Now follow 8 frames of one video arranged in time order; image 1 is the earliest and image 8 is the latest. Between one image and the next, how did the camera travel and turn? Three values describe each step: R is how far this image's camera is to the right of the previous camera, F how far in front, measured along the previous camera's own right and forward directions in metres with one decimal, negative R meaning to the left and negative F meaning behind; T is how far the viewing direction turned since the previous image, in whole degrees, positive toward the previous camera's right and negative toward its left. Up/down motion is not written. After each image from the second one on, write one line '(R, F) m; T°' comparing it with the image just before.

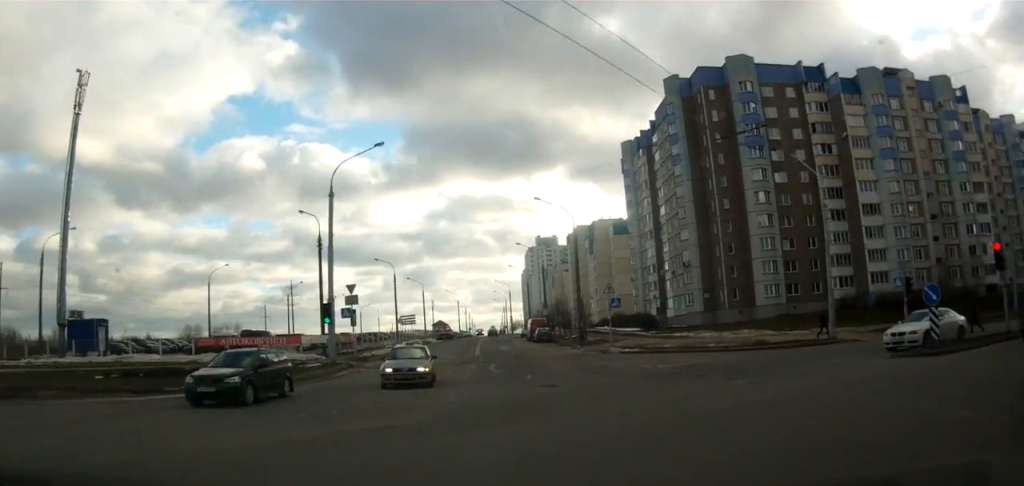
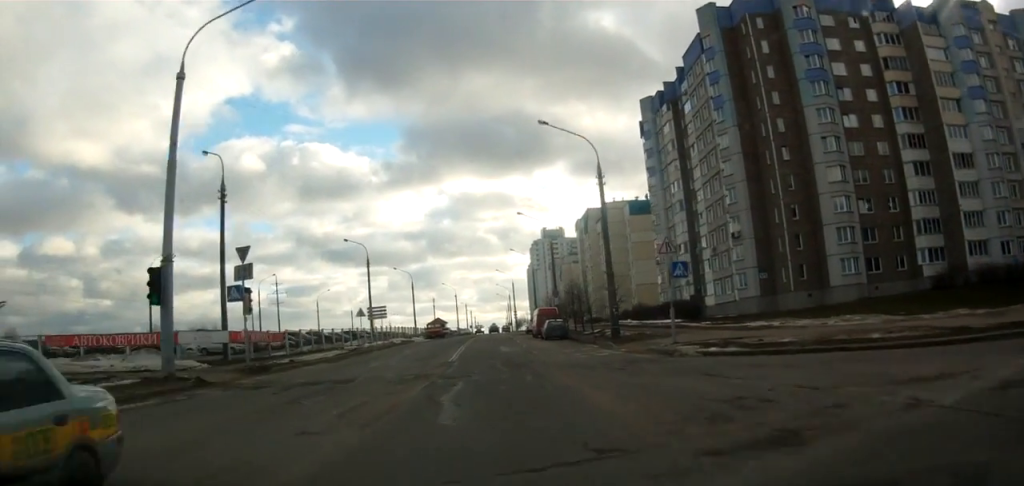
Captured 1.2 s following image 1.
(-0.1, +18.1) m; -1°
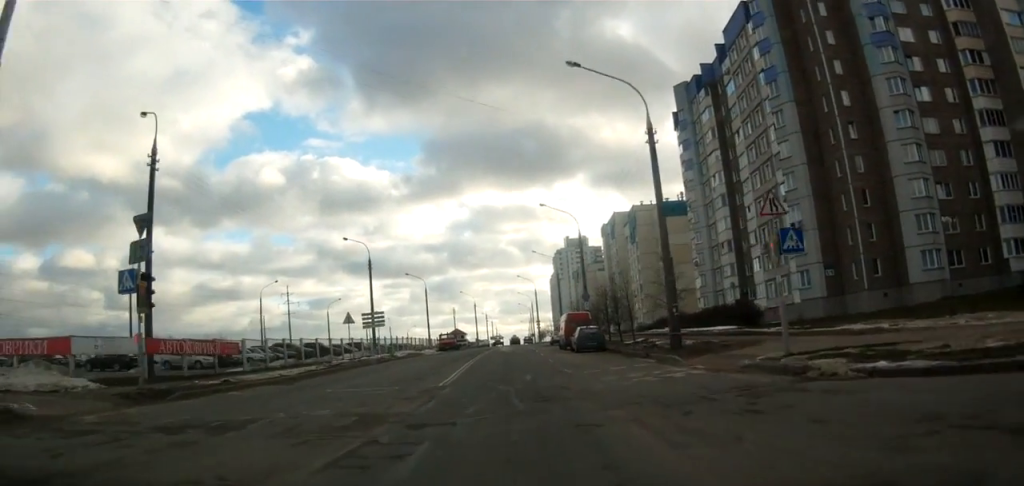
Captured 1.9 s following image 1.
(-0.1, +9.4) m; -1°
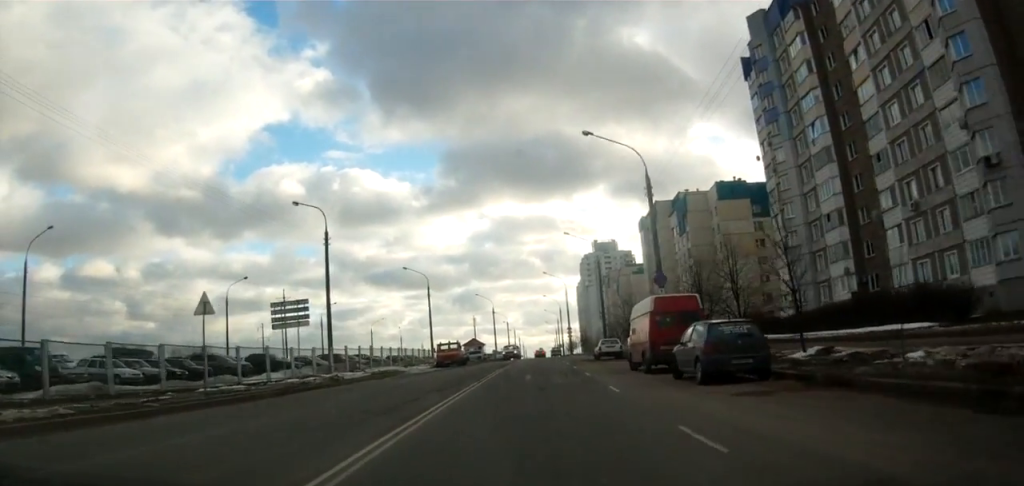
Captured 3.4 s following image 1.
(-0.1, +21.6) m; 0°
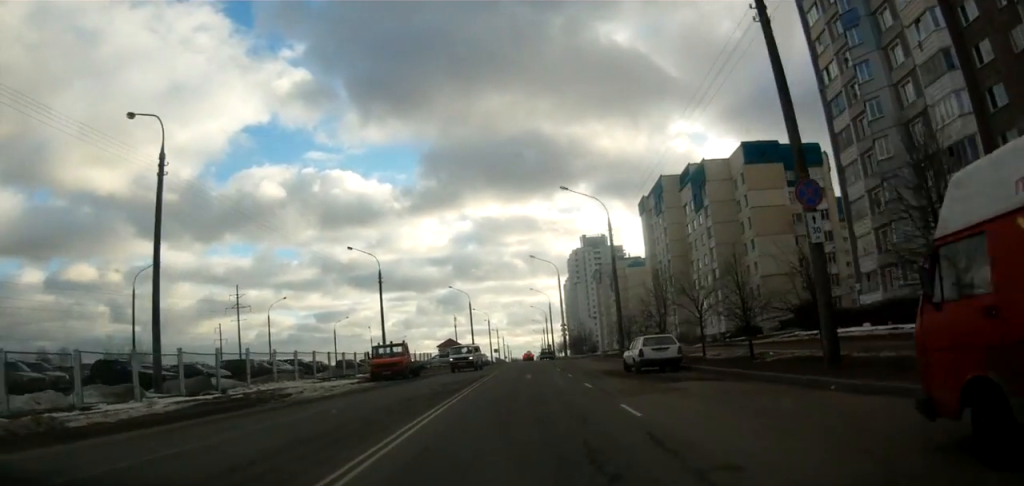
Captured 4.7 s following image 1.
(0.0, +19.3) m; -1°
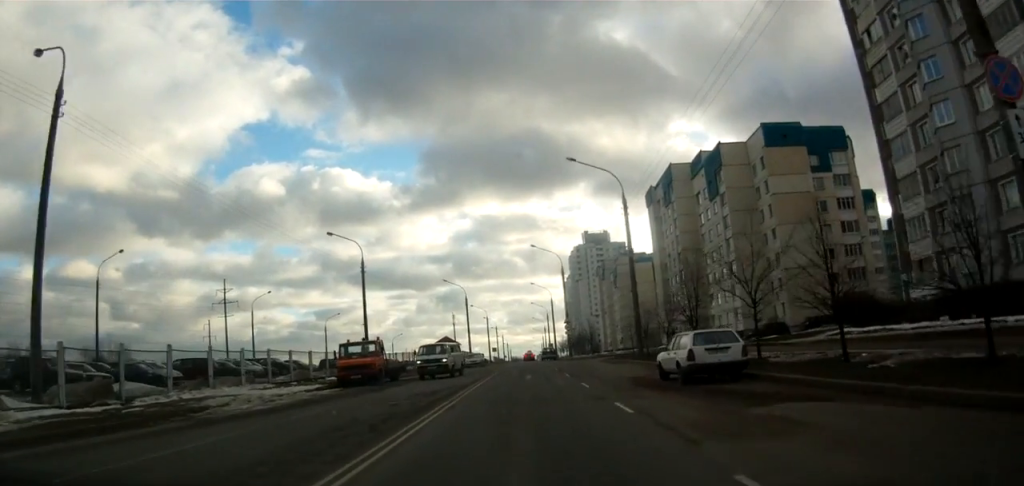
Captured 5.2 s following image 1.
(0.0, +7.0) m; -1°
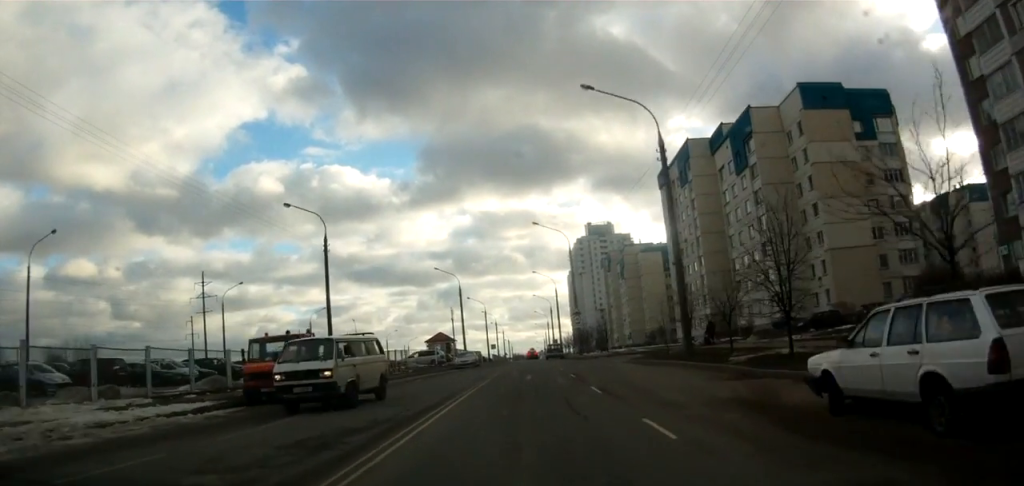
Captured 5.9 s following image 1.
(-0.2, +10.6) m; 0°
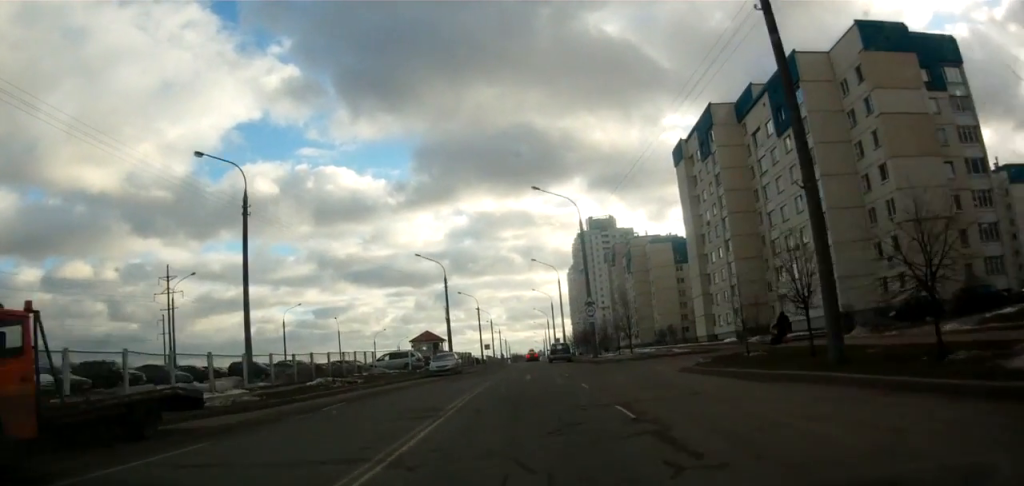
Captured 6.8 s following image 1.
(+0.1, +13.7) m; +1°
